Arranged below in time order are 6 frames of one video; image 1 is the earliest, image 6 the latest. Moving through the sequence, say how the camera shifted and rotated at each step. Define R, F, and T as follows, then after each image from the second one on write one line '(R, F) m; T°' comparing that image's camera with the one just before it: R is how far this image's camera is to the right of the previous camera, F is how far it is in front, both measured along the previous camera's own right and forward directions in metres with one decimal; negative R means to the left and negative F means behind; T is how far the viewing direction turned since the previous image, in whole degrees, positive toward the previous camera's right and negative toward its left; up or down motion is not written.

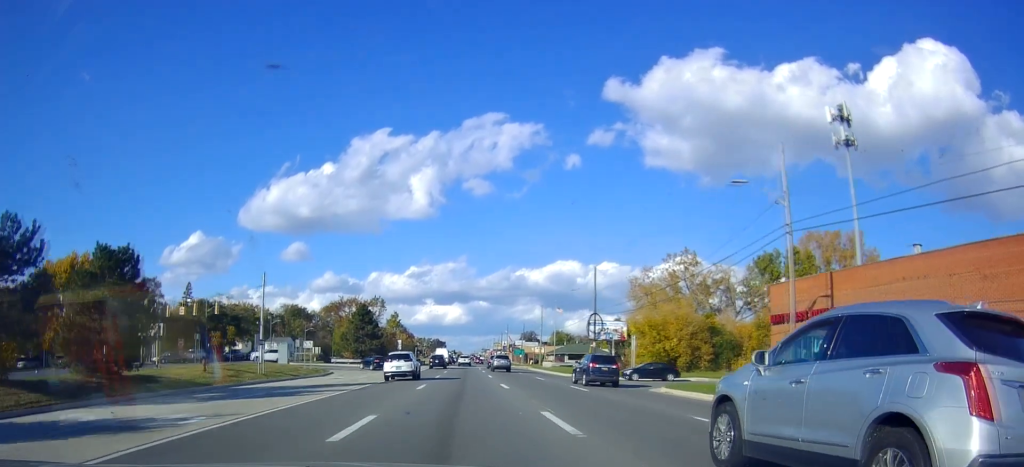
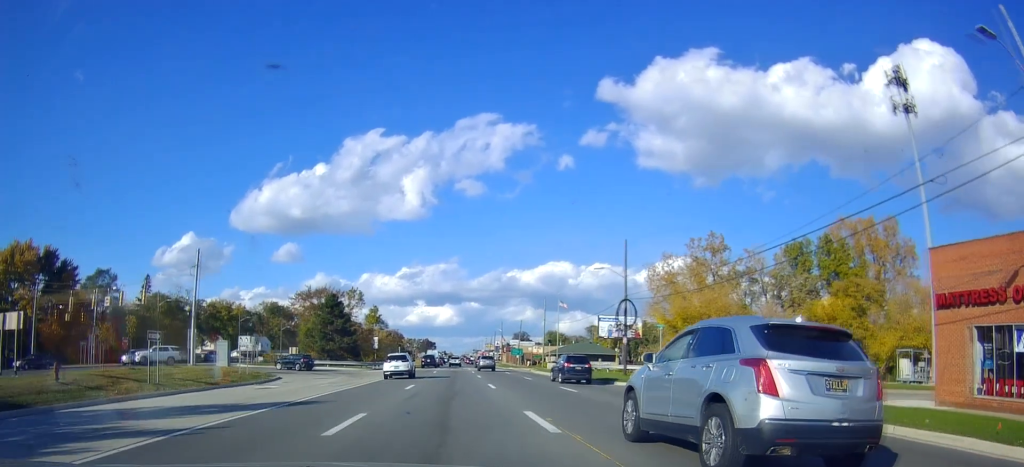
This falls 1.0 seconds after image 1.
(+0.2, +14.5) m; +2°
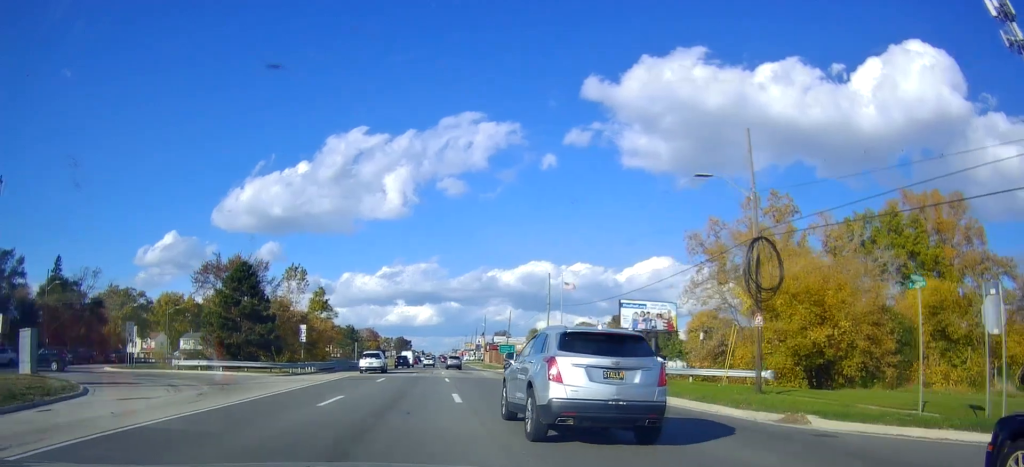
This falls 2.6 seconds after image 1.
(+0.5, +22.7) m; +1°
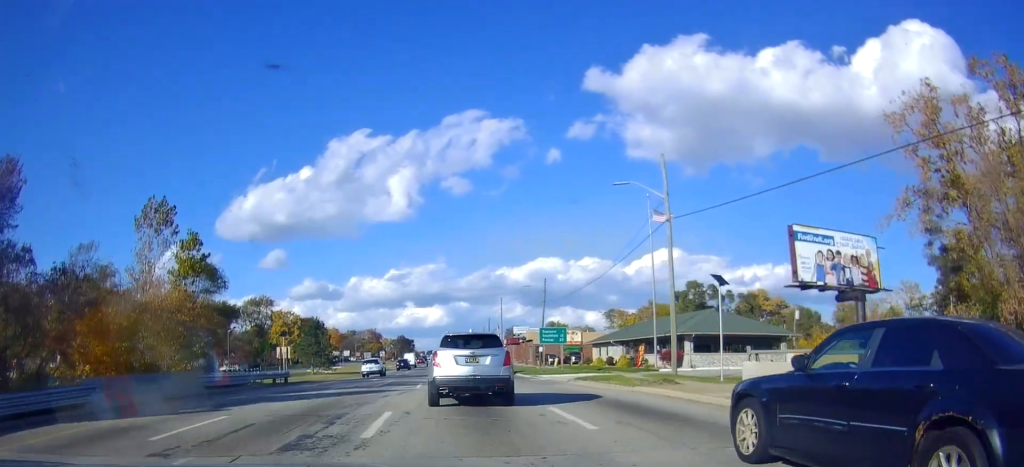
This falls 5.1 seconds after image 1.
(0.0, +37.8) m; 0°
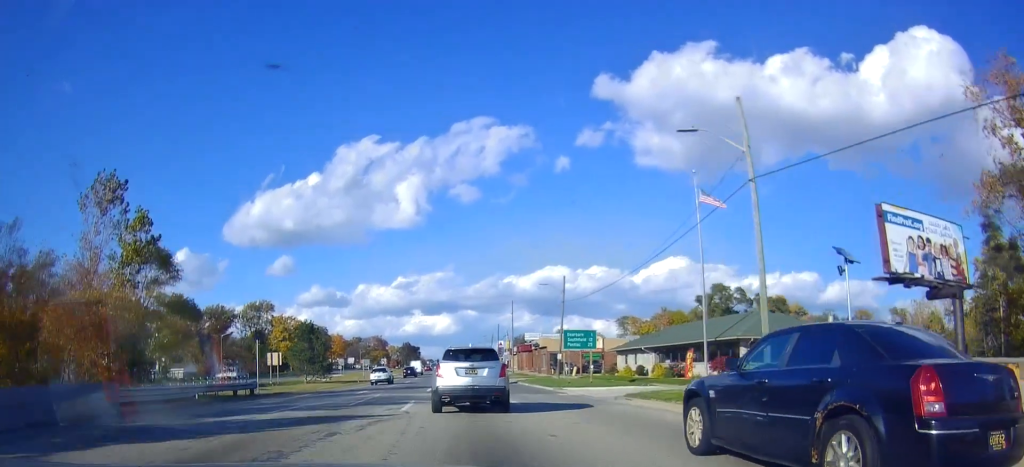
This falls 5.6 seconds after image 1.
(0.0, +8.3) m; 0°
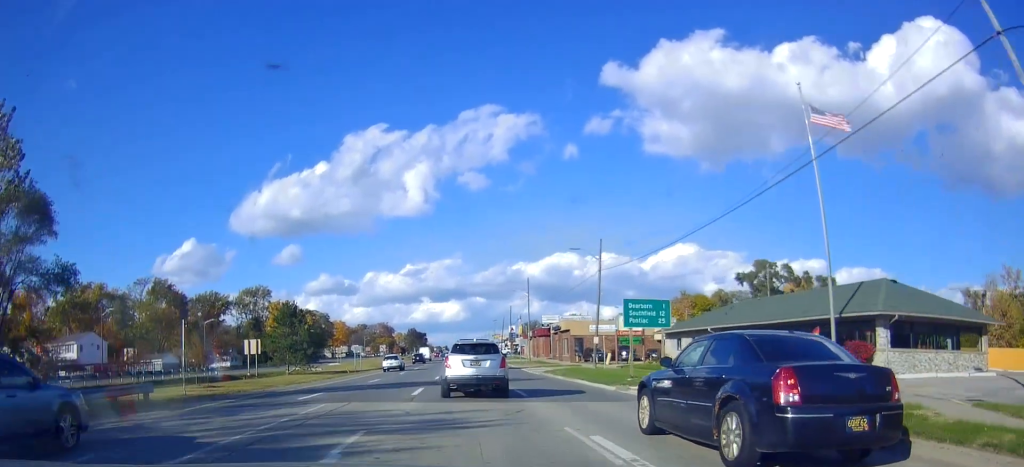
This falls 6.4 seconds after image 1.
(0.0, +12.9) m; 0°
